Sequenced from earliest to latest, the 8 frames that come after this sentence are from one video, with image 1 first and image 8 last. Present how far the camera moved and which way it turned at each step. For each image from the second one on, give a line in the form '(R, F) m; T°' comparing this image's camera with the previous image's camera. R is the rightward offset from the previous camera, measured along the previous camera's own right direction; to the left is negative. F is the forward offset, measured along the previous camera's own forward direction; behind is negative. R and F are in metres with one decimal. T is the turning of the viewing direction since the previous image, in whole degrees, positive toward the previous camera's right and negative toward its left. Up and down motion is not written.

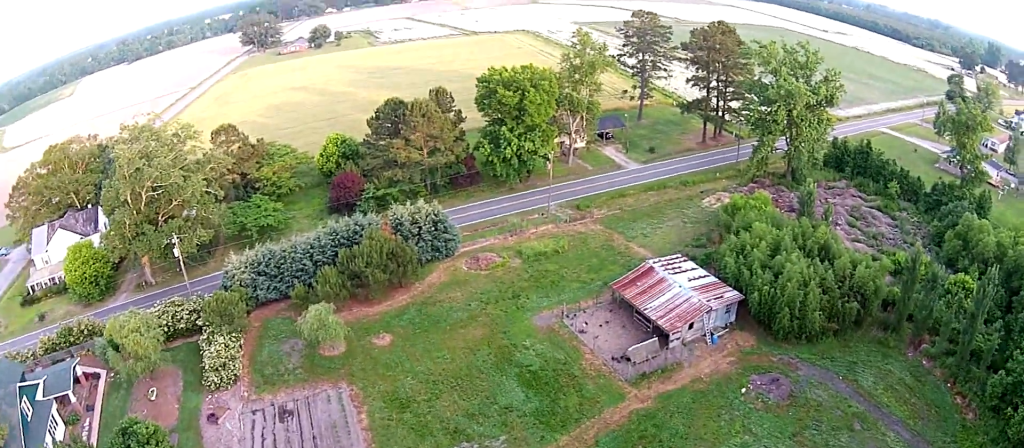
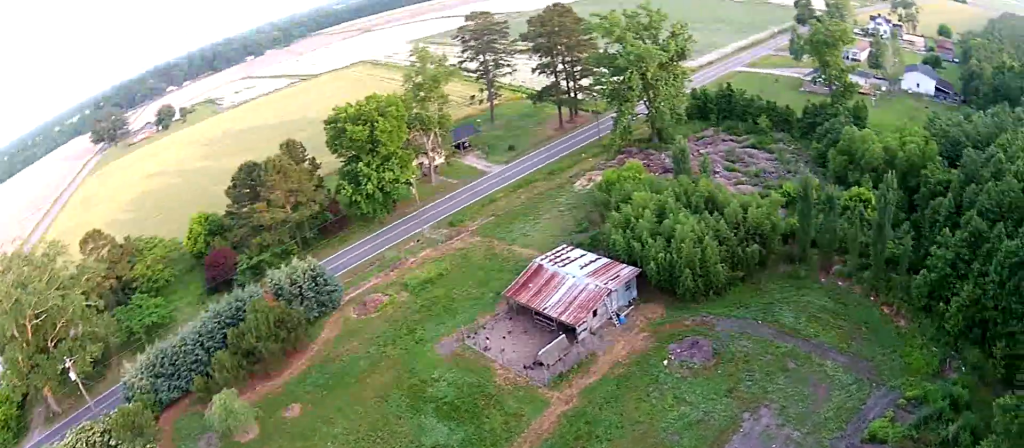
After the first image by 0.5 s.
(+0.2, +2.0) m; +7°
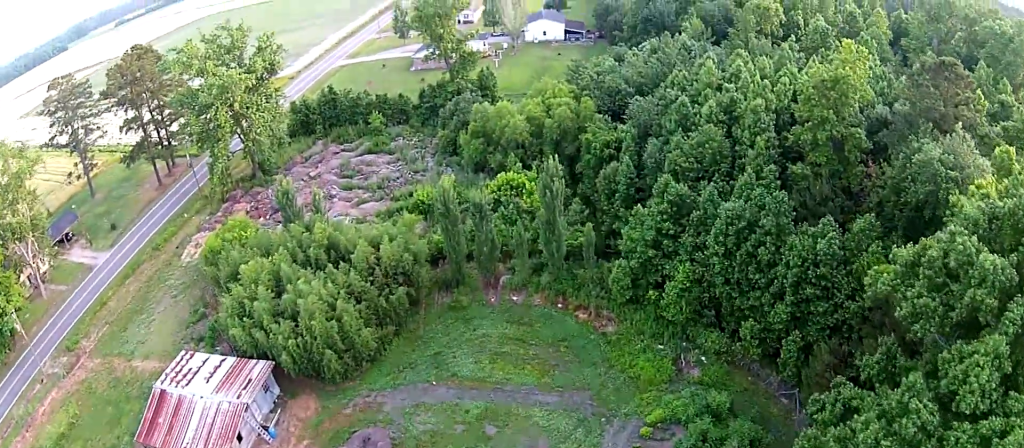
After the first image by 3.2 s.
(+4.6, +20.0) m; +18°
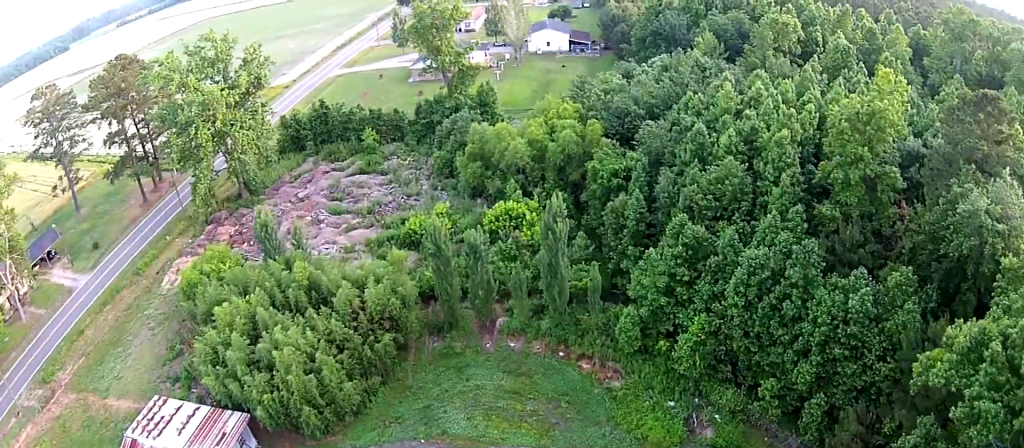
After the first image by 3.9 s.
(+0.1, +7.0) m; +1°
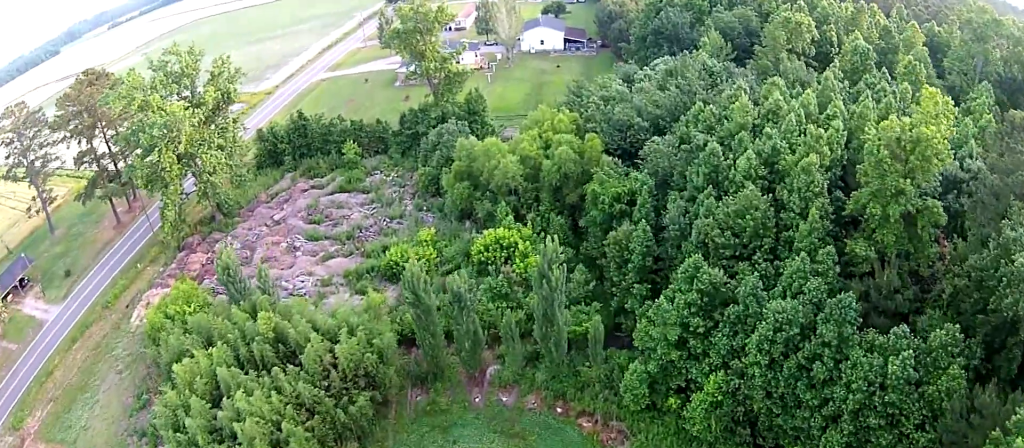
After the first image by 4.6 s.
(+0.1, +8.1) m; +1°
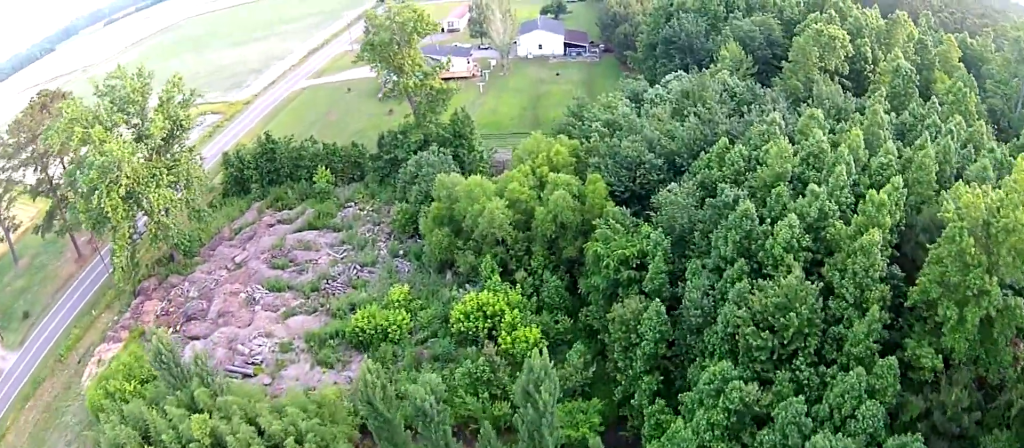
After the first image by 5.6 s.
(+0.1, +11.9) m; +1°
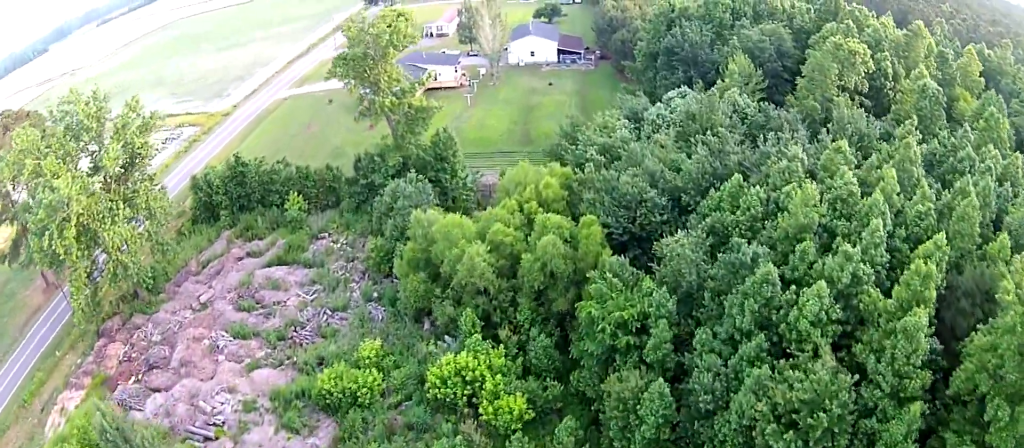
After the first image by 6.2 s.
(0.0, +7.4) m; 0°
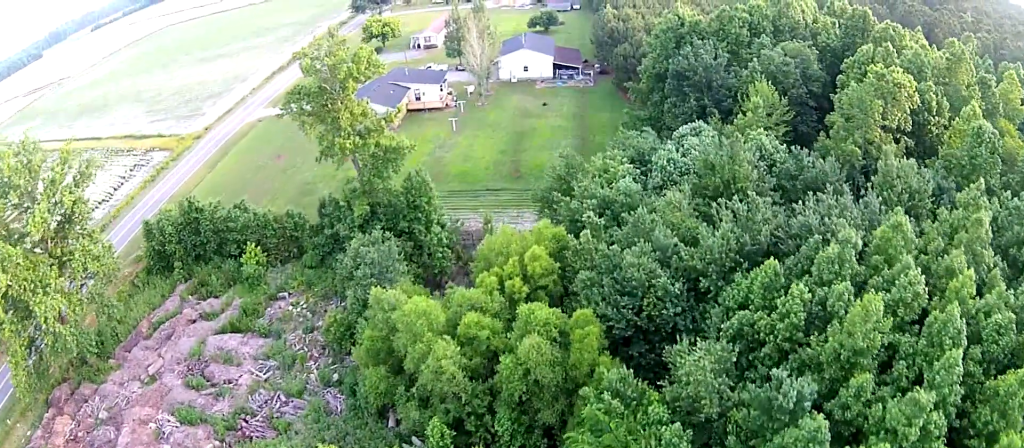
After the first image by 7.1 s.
(0.0, +11.2) m; -3°
